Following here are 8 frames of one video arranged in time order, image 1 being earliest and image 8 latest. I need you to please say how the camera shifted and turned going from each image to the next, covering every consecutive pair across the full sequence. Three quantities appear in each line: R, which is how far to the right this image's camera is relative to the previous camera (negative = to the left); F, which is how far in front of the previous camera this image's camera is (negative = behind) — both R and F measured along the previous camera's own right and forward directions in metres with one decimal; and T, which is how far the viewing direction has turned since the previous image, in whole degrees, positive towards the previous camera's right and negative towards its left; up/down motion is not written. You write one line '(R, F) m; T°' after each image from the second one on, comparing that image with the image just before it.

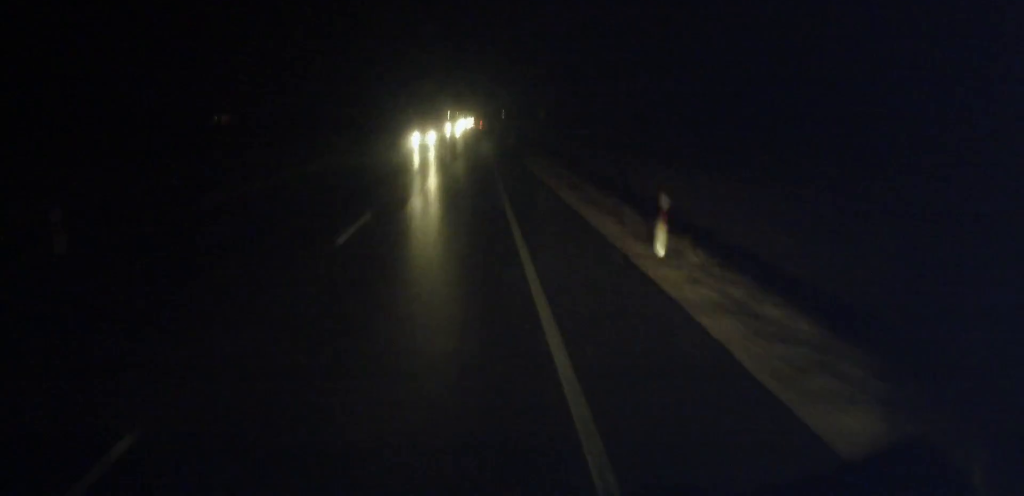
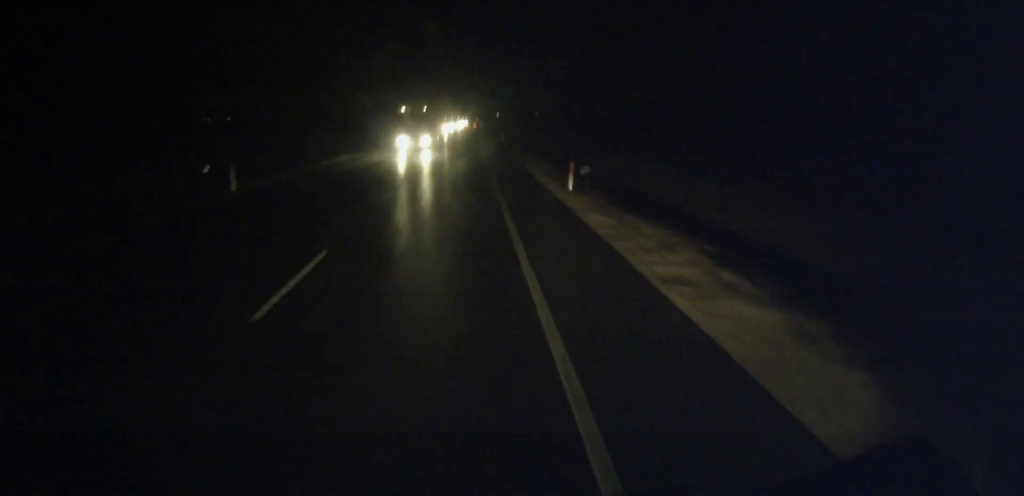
(-0.3, +43.2) m; 0°
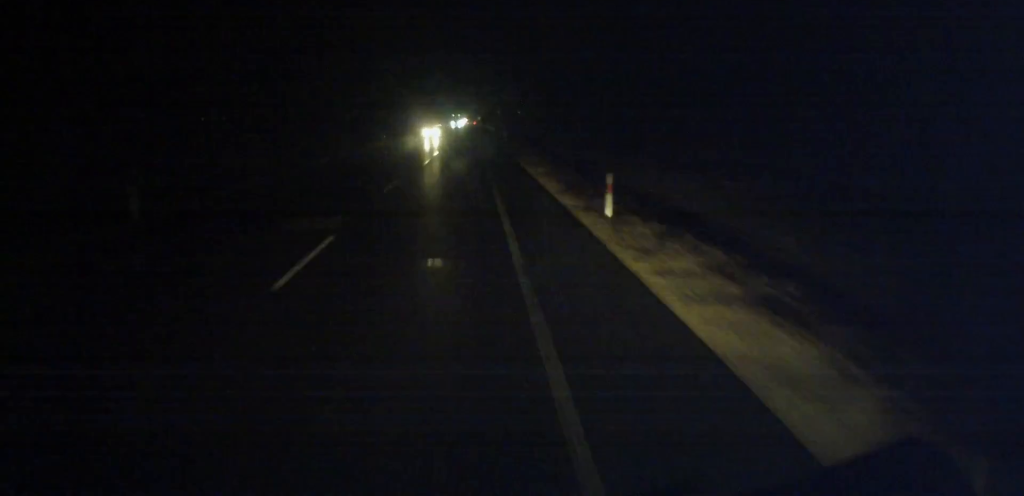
(0.0, +112.3) m; 0°
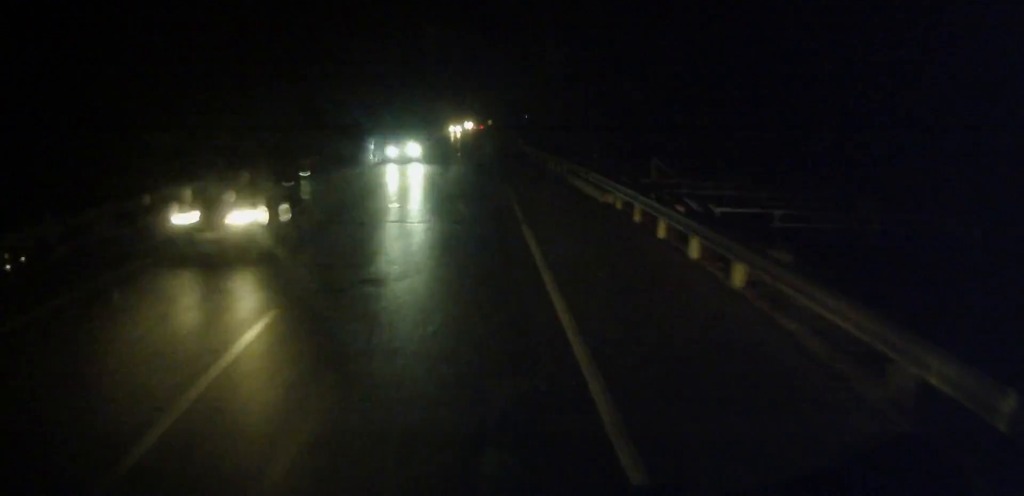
(+0.2, +116.6) m; 0°
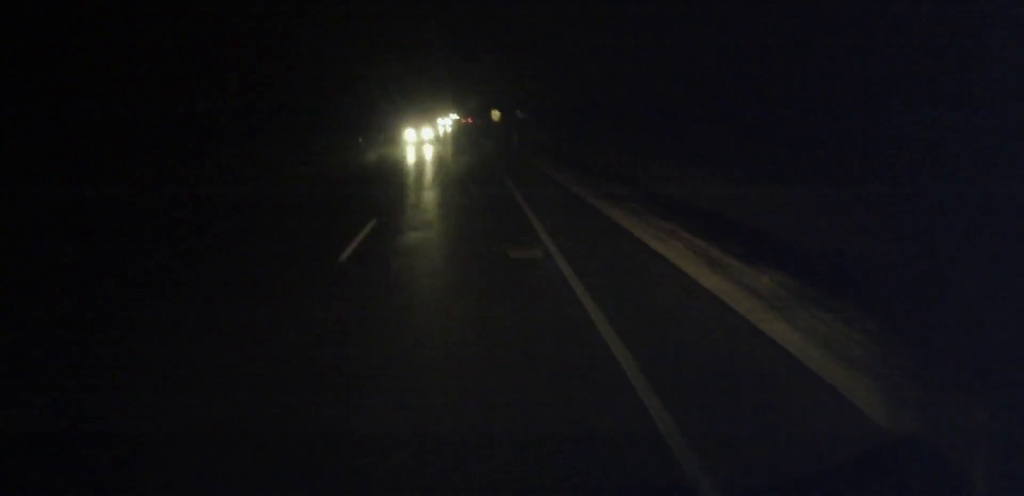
(-0.8, +114.1) m; 0°
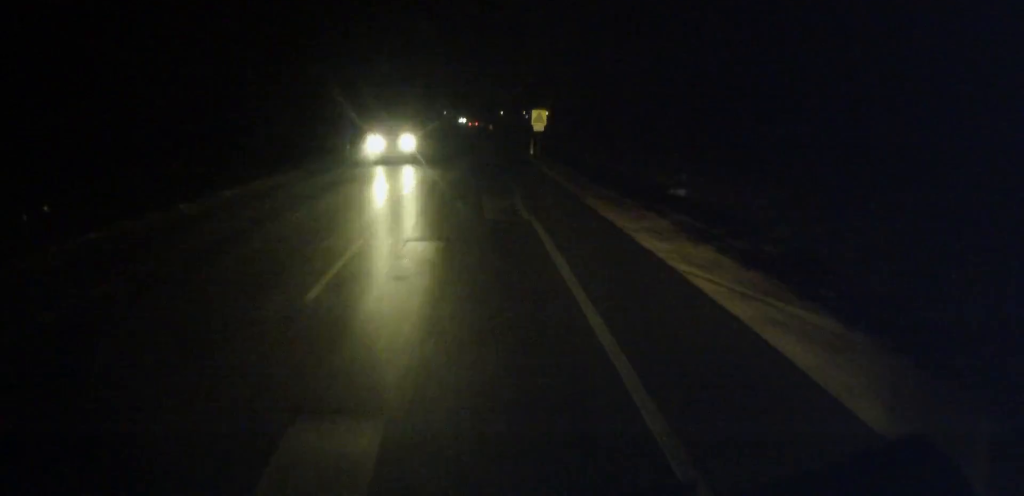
(+0.3, +50.2) m; 0°
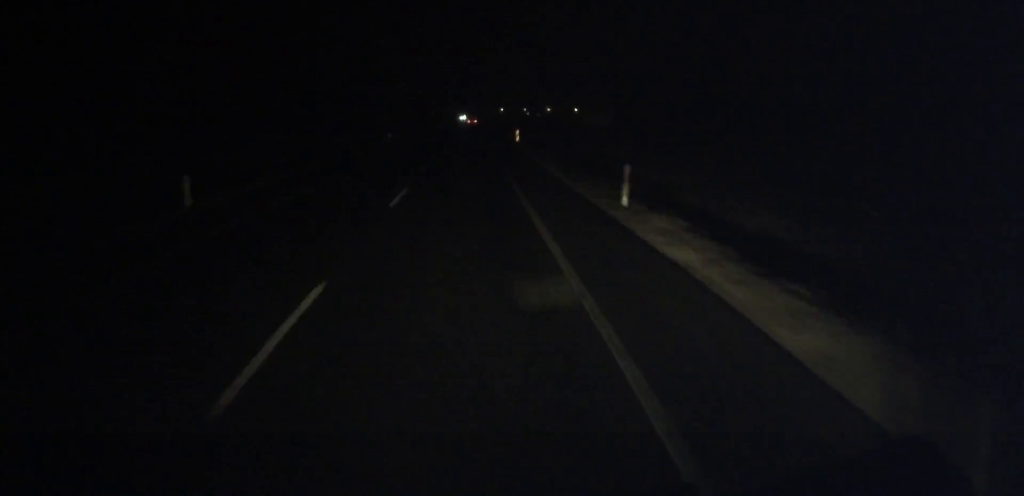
(+0.2, +75.1) m; 0°
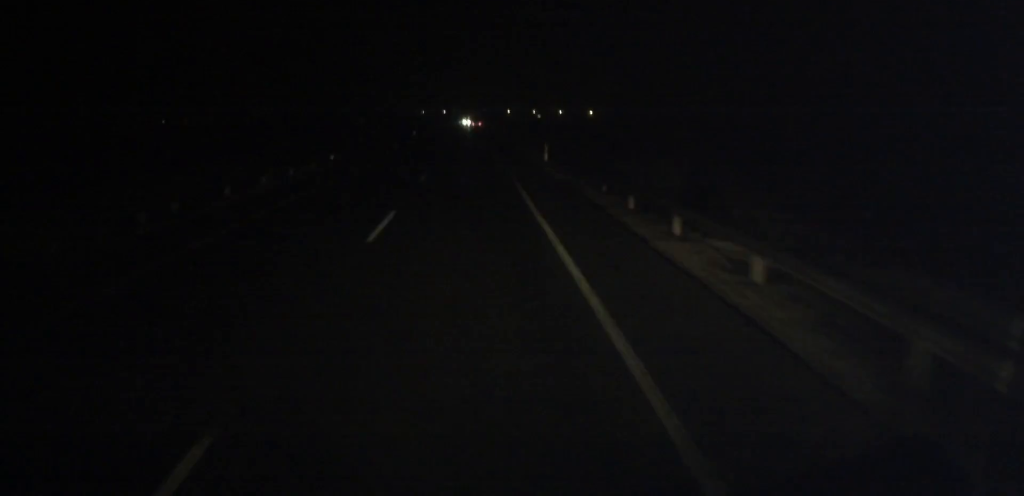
(+0.5, +231.0) m; 0°
